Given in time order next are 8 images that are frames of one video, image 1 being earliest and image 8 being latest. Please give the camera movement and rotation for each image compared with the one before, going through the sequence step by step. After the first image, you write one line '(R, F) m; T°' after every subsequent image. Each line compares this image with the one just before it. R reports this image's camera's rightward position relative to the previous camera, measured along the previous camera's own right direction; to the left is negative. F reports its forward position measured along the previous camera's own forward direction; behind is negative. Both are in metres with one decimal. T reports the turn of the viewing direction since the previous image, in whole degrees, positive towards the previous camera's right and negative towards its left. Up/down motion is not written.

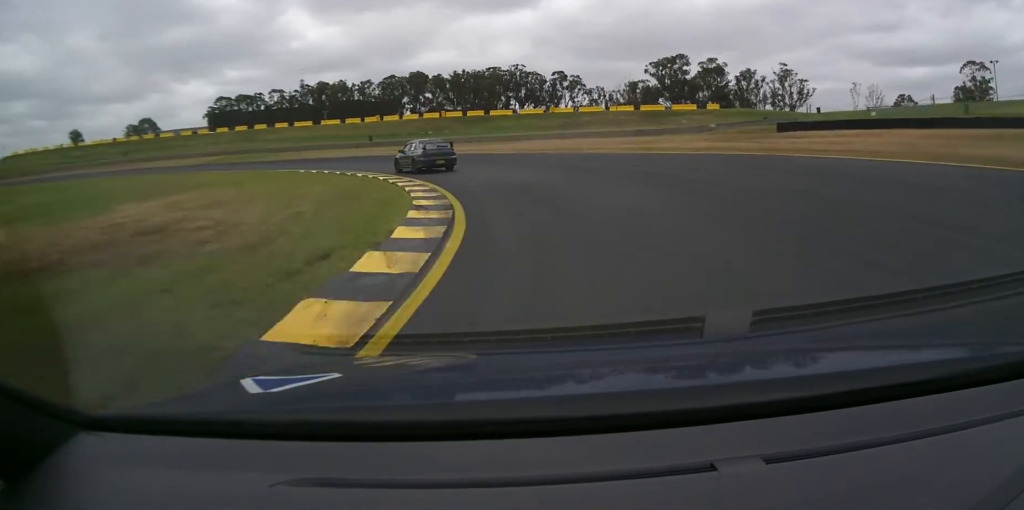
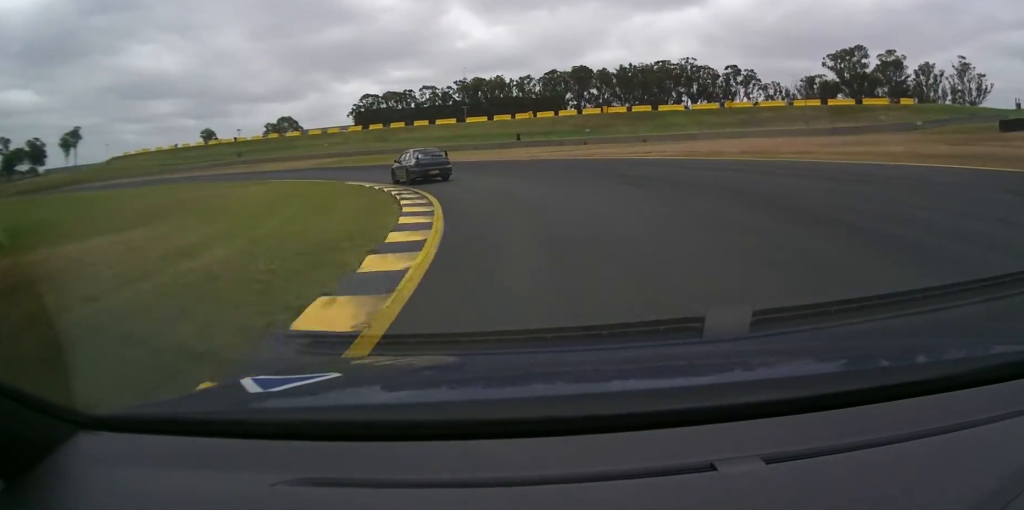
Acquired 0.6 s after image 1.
(-2.2, +14.0) m; -15°
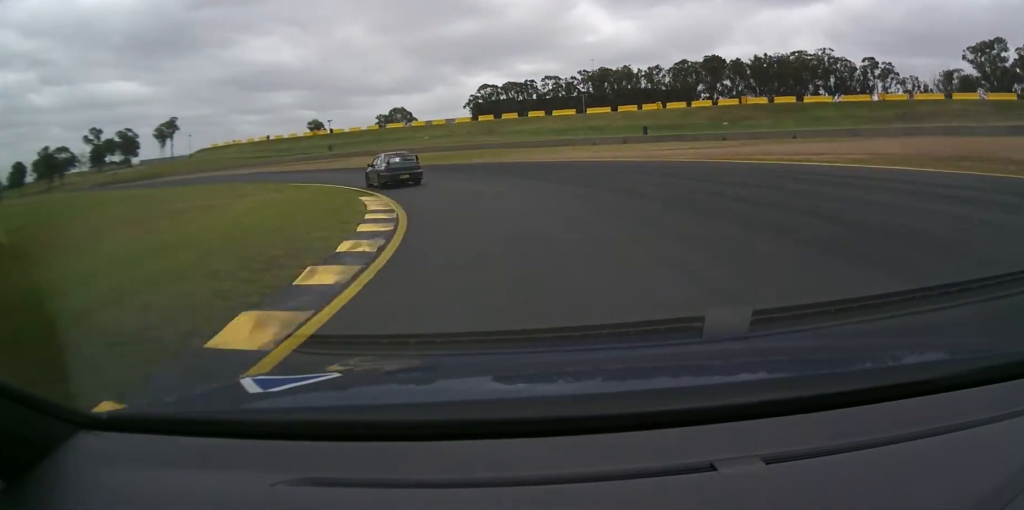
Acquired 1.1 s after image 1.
(-1.4, +12.5) m; -13°
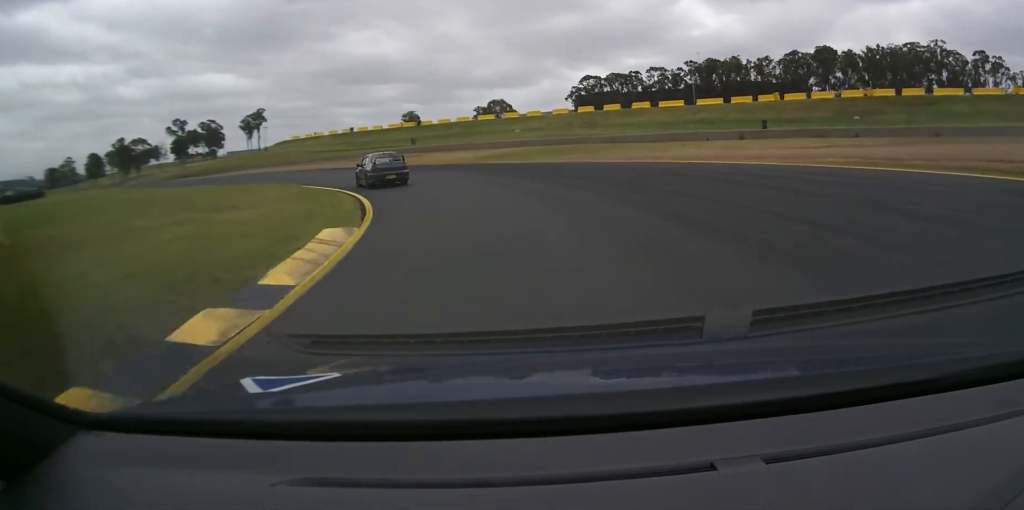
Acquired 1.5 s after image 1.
(-1.0, +9.9) m; -9°
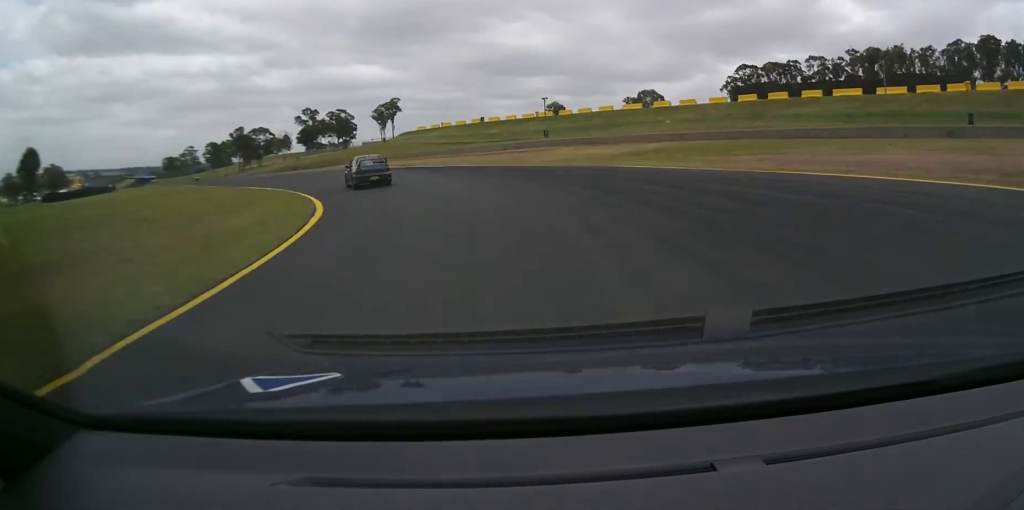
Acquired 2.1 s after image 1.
(-1.7, +15.0) m; -12°
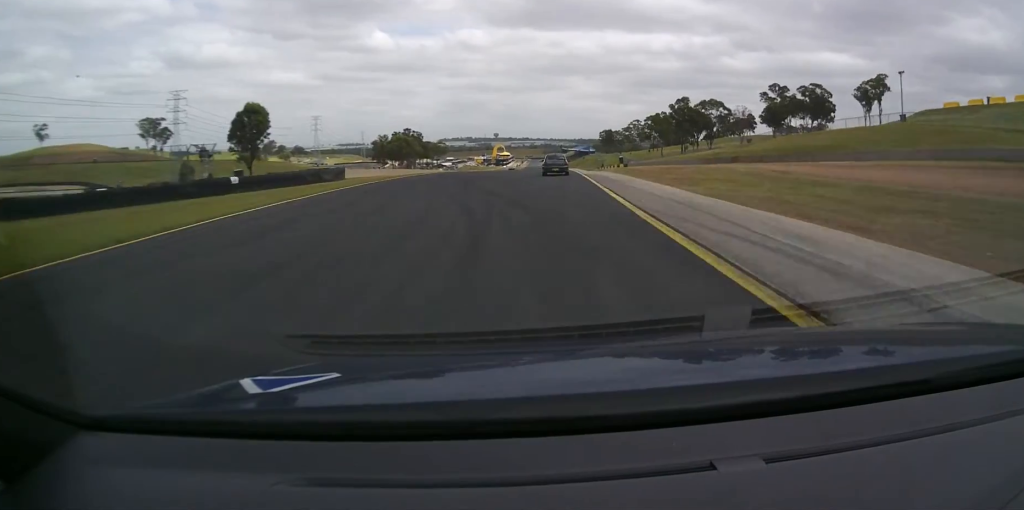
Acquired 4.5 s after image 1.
(-18.9, +64.5) m; -23°
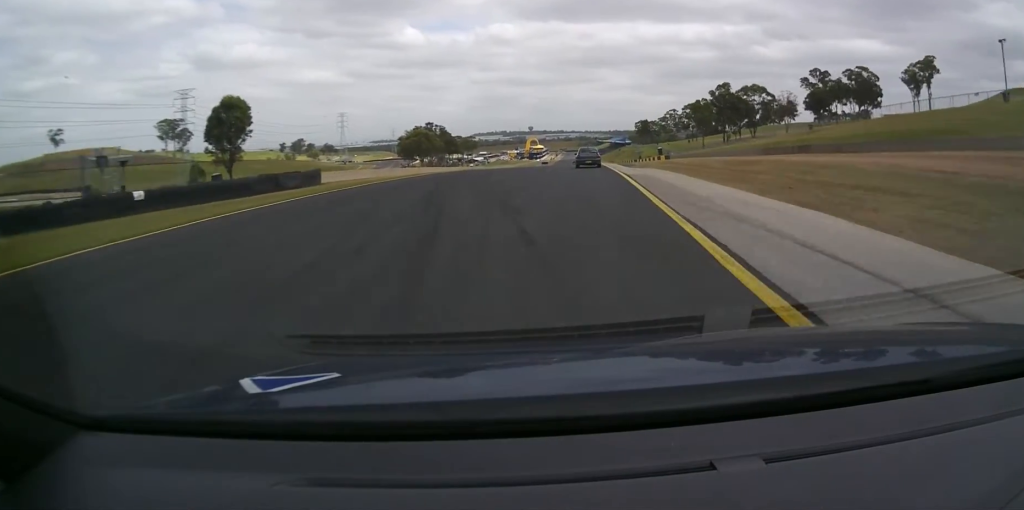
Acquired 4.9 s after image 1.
(-0.1, +15.1) m; -1°
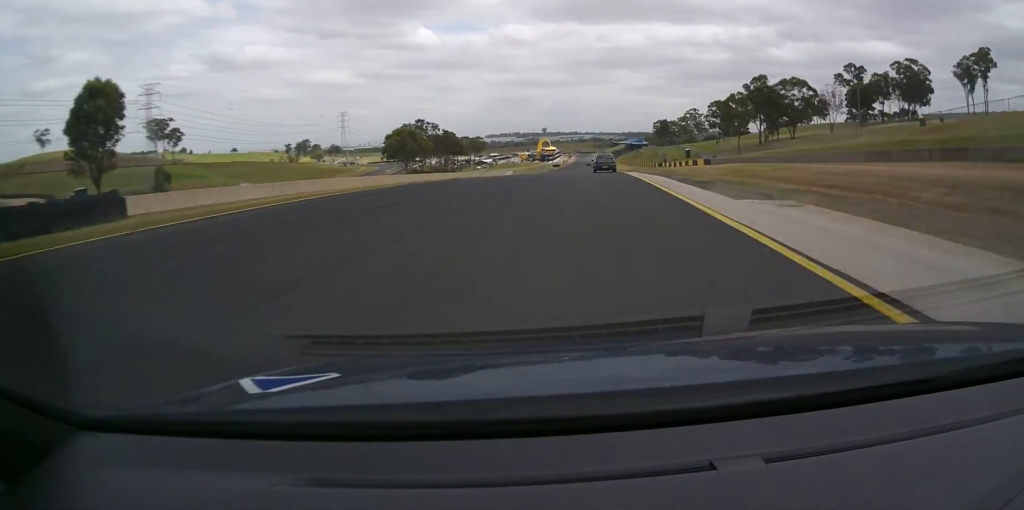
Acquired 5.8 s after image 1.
(-0.2, +28.9) m; -1°
